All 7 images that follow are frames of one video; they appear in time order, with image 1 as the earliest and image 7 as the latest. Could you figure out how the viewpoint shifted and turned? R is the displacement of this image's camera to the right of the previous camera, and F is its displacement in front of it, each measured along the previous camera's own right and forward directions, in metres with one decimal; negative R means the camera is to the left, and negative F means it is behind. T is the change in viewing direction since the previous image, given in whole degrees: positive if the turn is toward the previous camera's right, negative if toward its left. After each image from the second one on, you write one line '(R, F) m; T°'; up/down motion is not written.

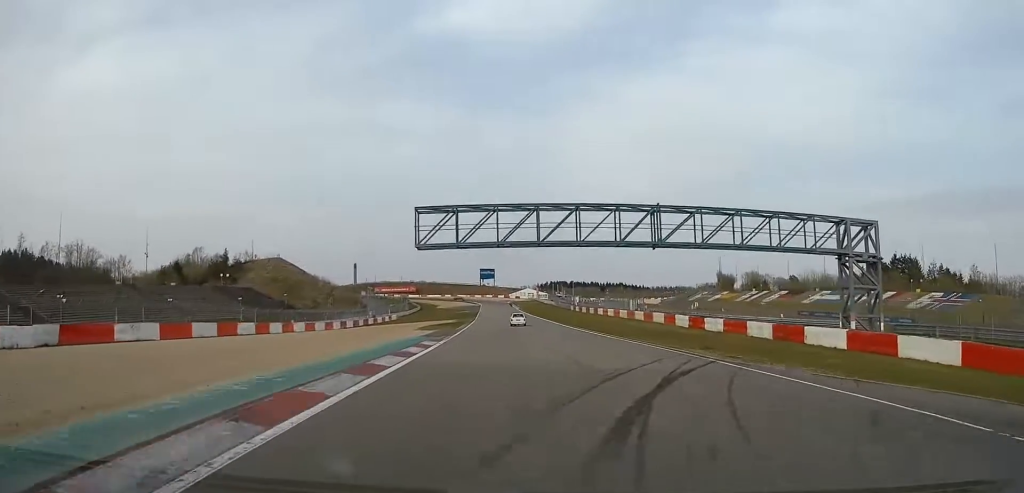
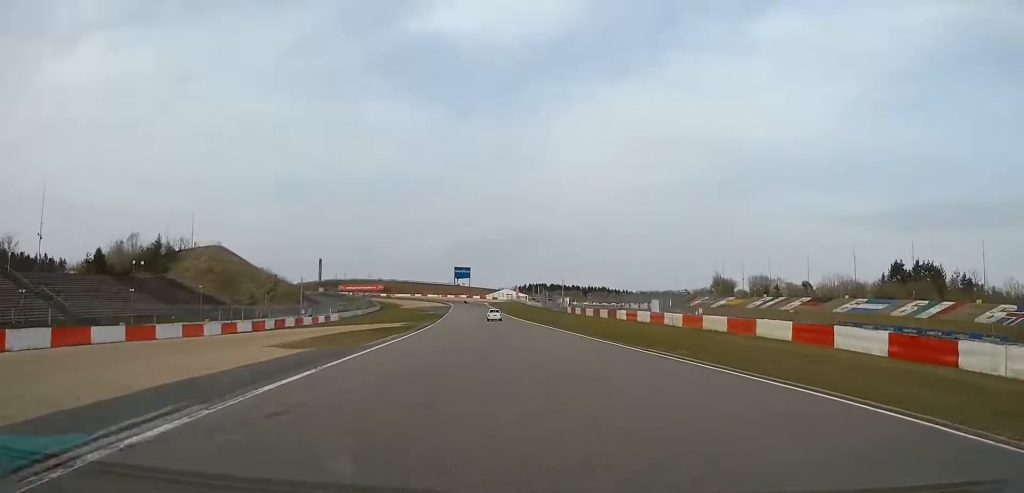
(+1.6, +35.4) m; +3°
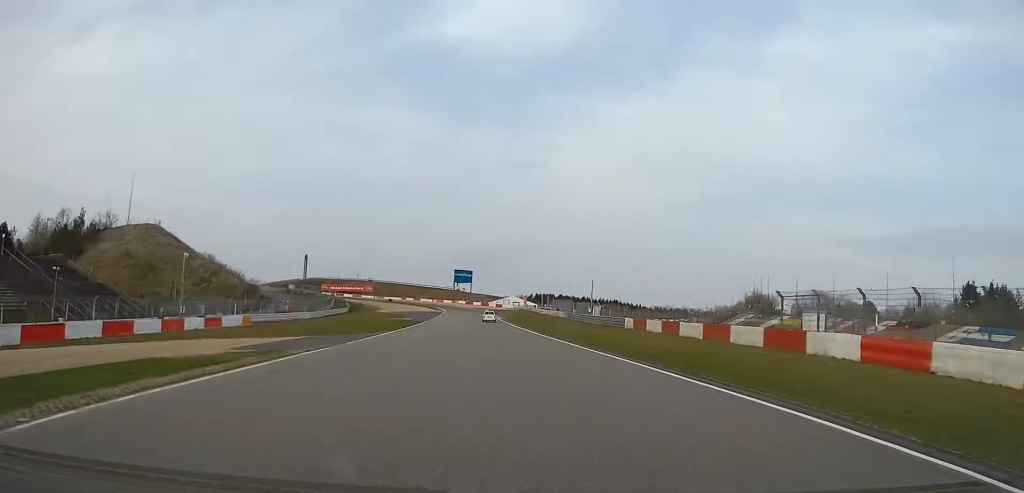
(+0.8, +44.8) m; +2°
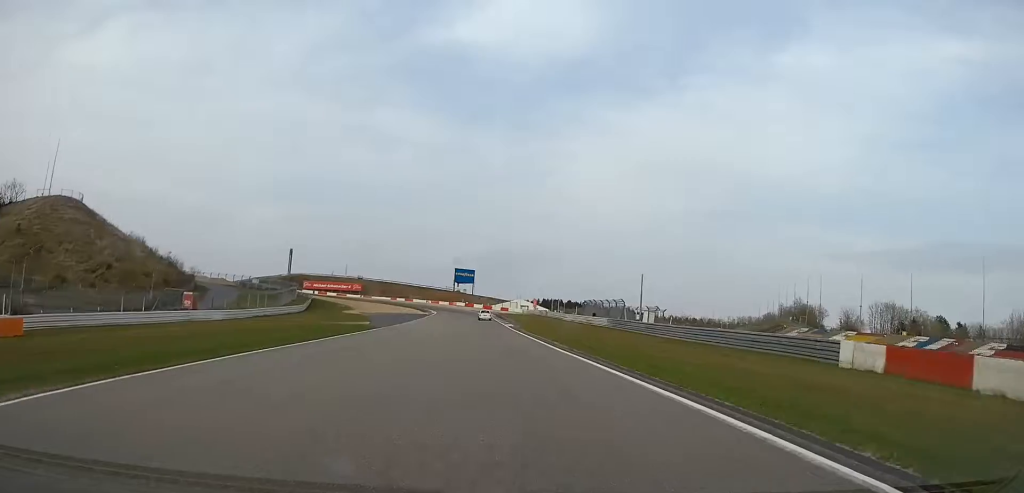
(-0.4, +39.1) m; -2°
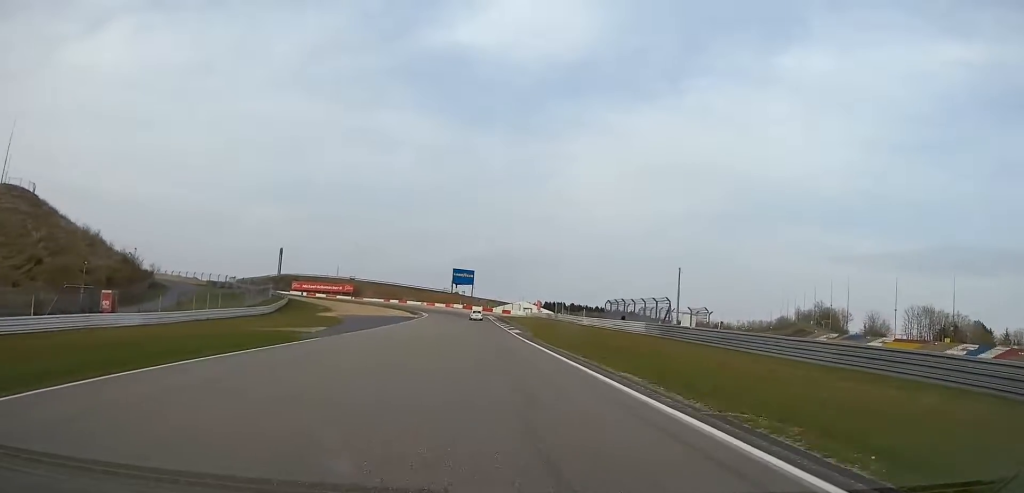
(-0.2, +16.9) m; -1°
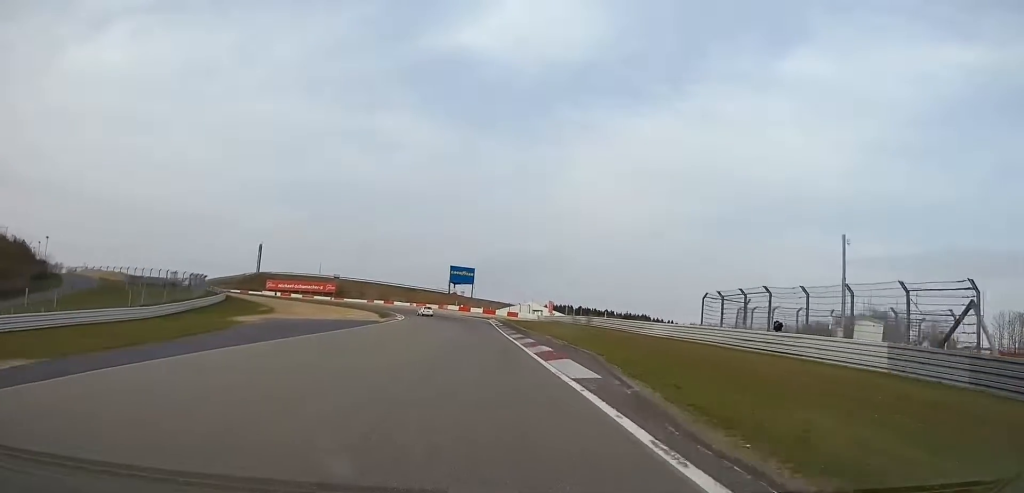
(-0.1, +33.9) m; 0°
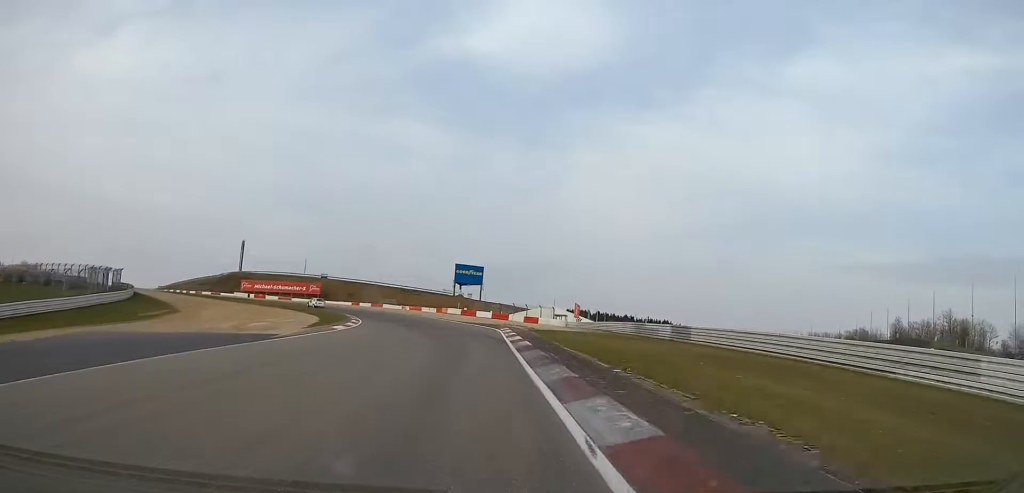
(+0.3, +33.8) m; -1°
